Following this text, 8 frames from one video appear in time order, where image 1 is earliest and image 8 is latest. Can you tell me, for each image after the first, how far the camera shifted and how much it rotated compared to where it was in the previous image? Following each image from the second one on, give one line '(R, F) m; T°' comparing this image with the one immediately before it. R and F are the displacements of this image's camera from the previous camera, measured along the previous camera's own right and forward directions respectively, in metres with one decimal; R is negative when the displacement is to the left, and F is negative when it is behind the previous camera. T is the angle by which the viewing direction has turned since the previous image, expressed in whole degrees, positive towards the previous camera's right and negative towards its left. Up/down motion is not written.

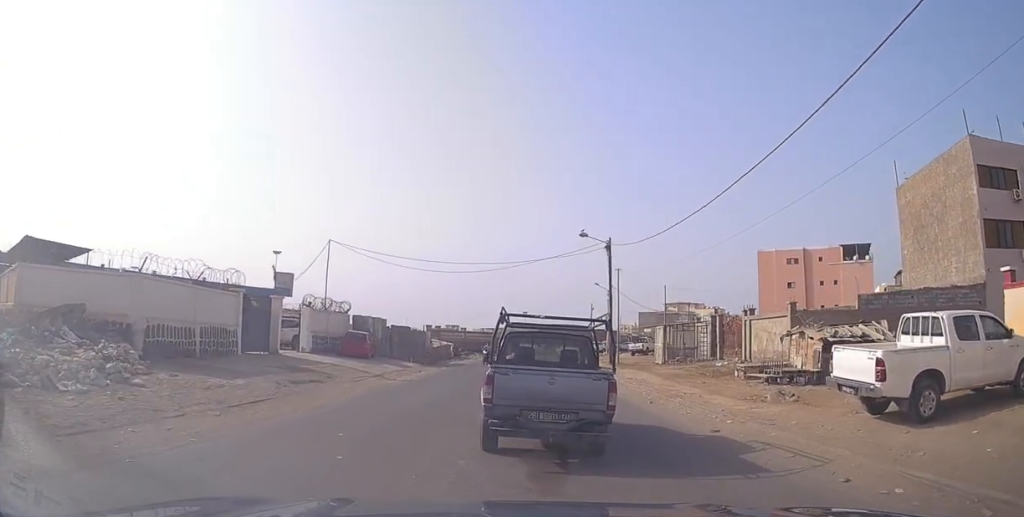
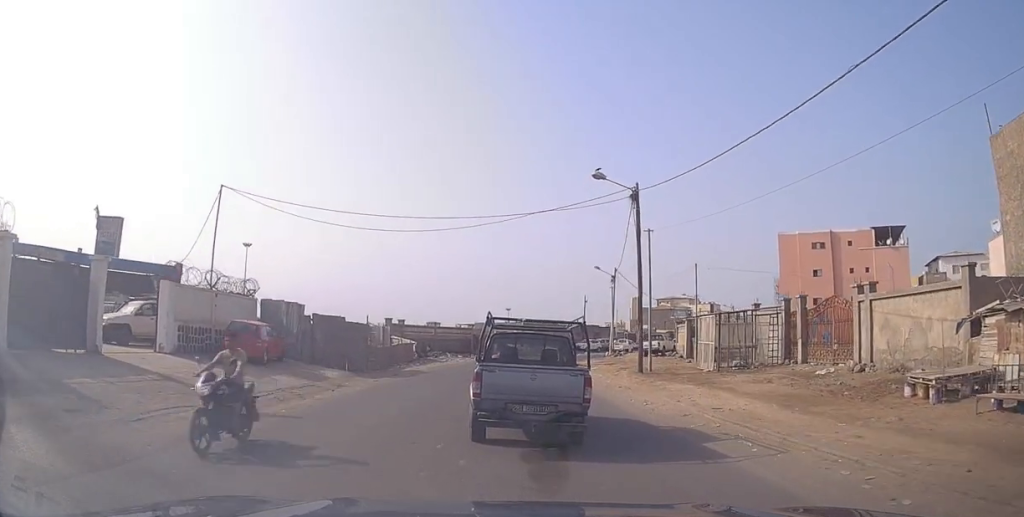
(+0.3, +11.3) m; -1°
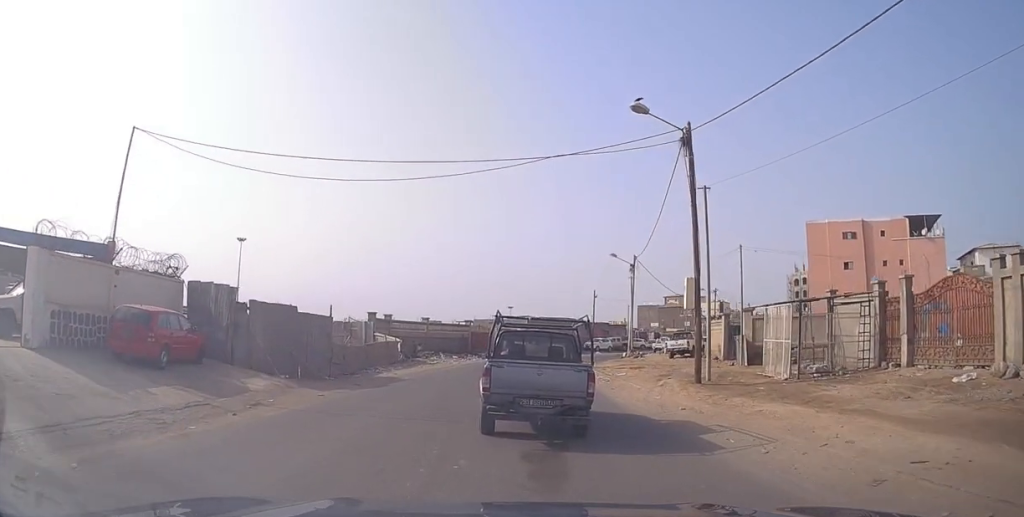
(0.0, +7.5) m; 0°
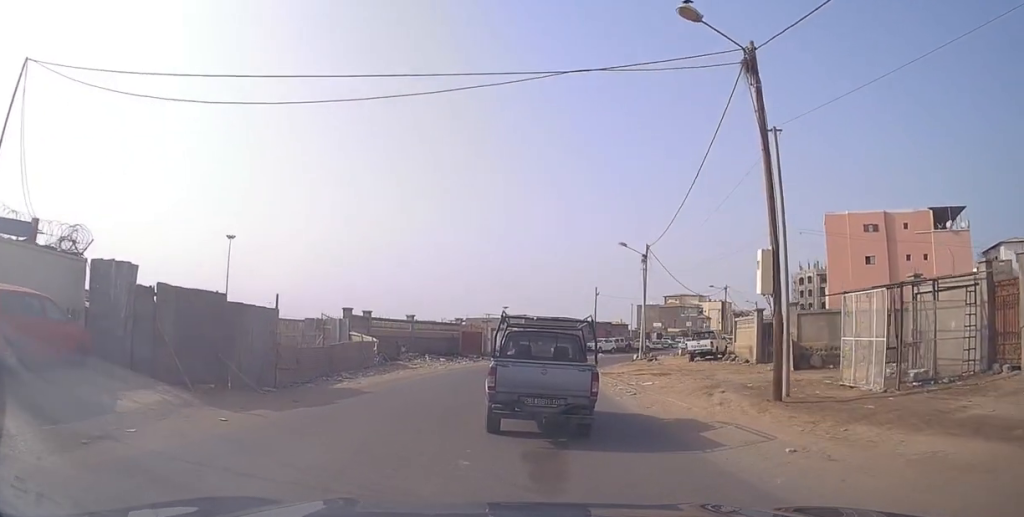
(+0.1, +6.3) m; 0°
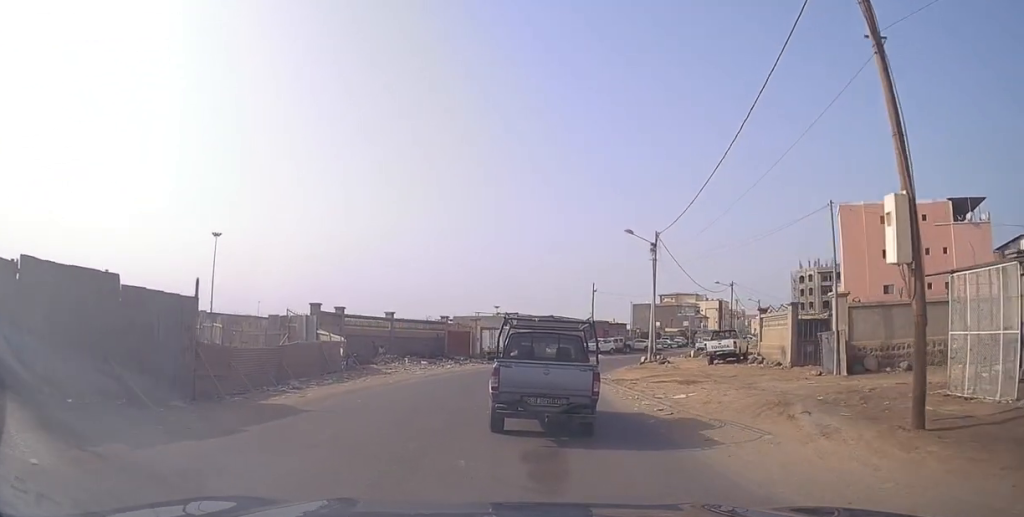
(-0.2, +5.5) m; +3°
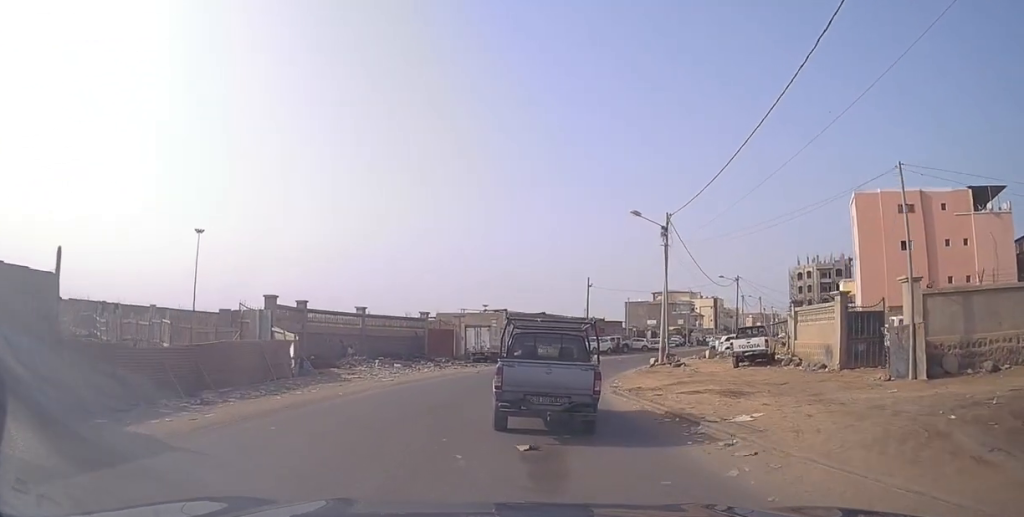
(+0.4, +5.4) m; +4°
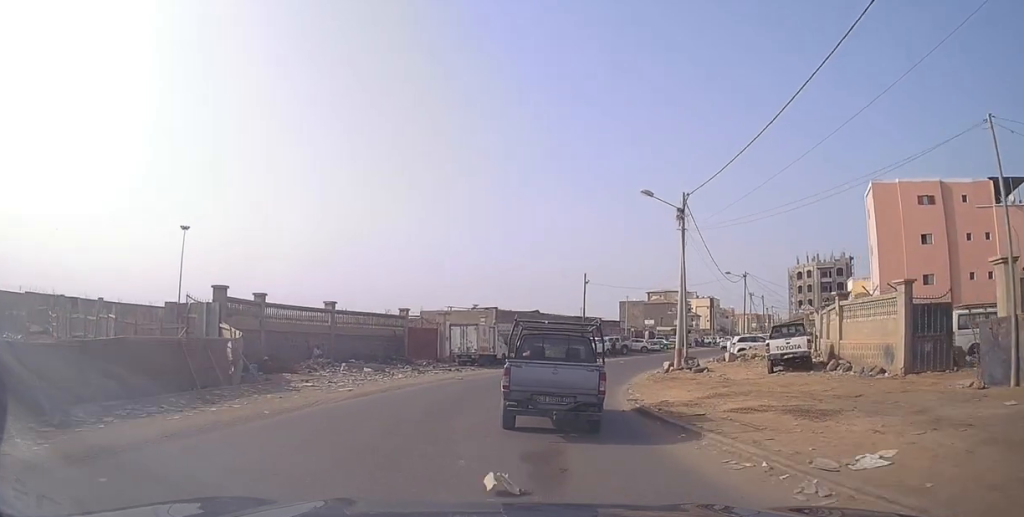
(+0.2, +4.8) m; +1°
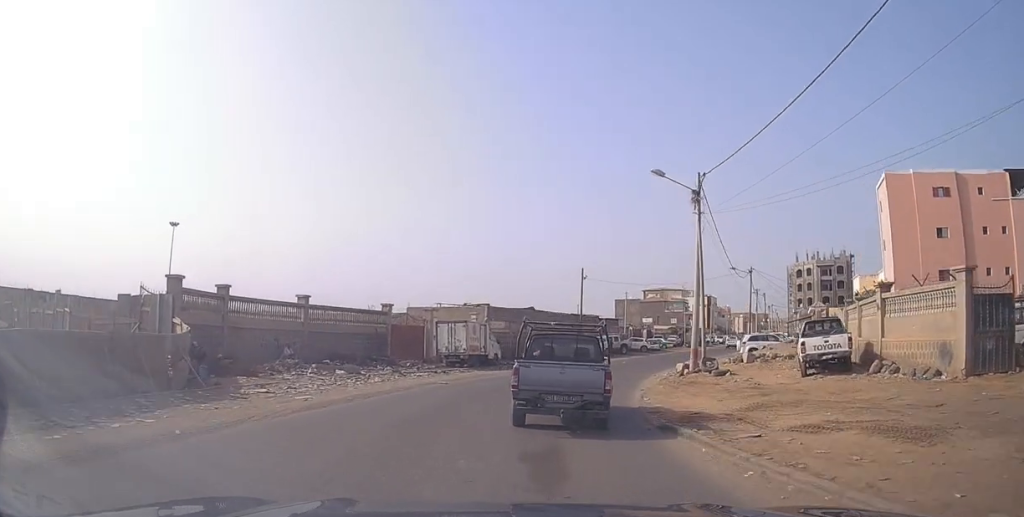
(0.0, +3.3) m; -1°
